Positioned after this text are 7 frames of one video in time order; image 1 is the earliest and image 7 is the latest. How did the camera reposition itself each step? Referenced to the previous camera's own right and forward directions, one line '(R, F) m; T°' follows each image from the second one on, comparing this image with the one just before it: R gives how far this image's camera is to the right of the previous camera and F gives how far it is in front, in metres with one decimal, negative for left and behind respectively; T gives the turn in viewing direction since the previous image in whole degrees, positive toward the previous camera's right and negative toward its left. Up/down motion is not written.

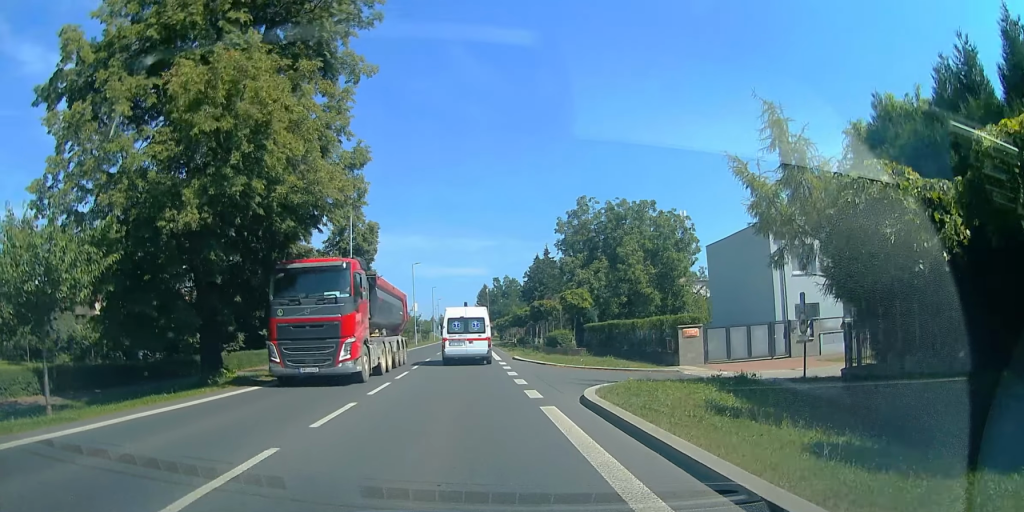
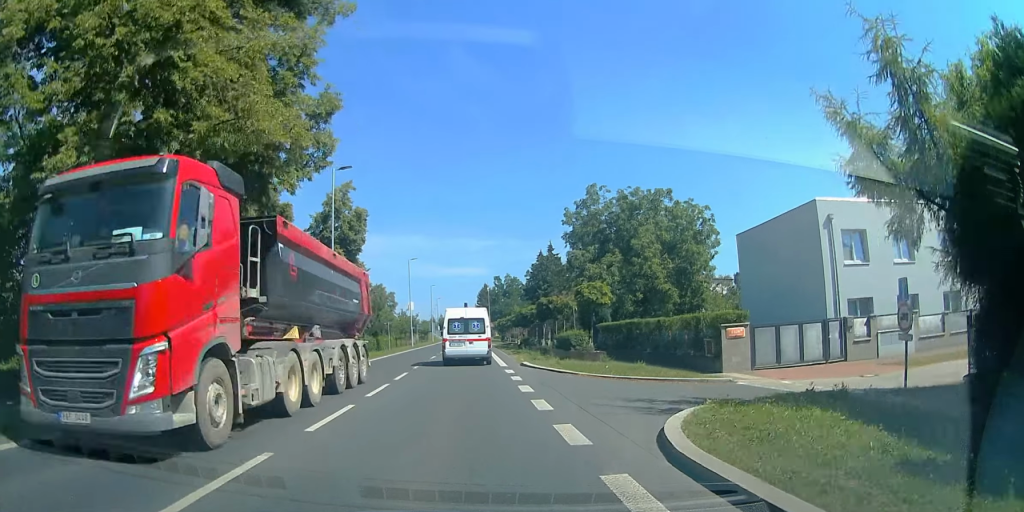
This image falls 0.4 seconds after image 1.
(0.0, +4.9) m; 0°
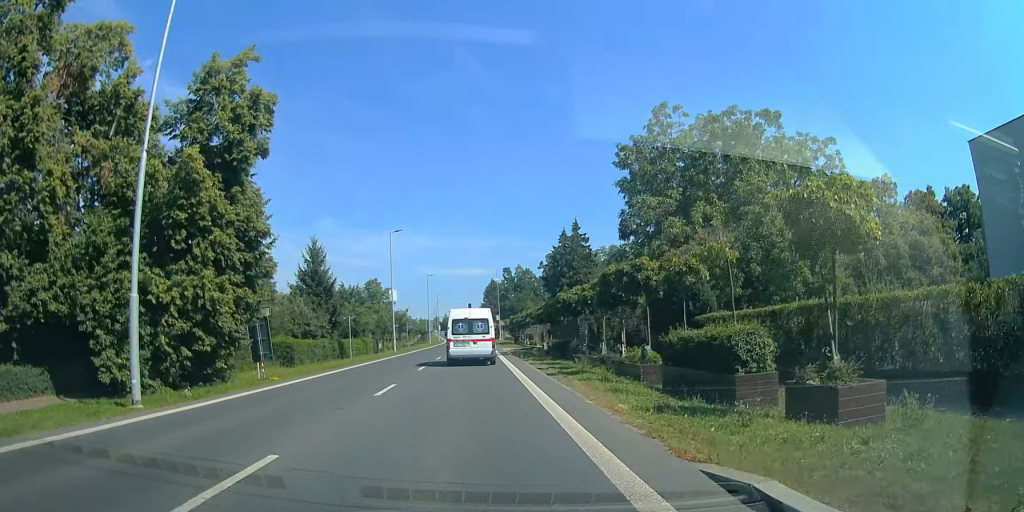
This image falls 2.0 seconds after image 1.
(0.0, +19.2) m; 0°
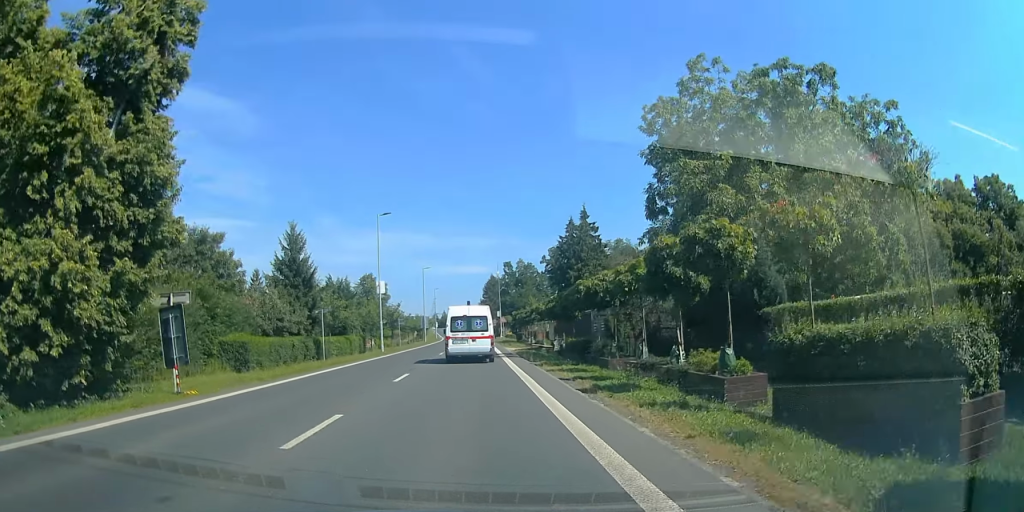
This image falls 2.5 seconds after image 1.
(0.0, +6.1) m; 0°
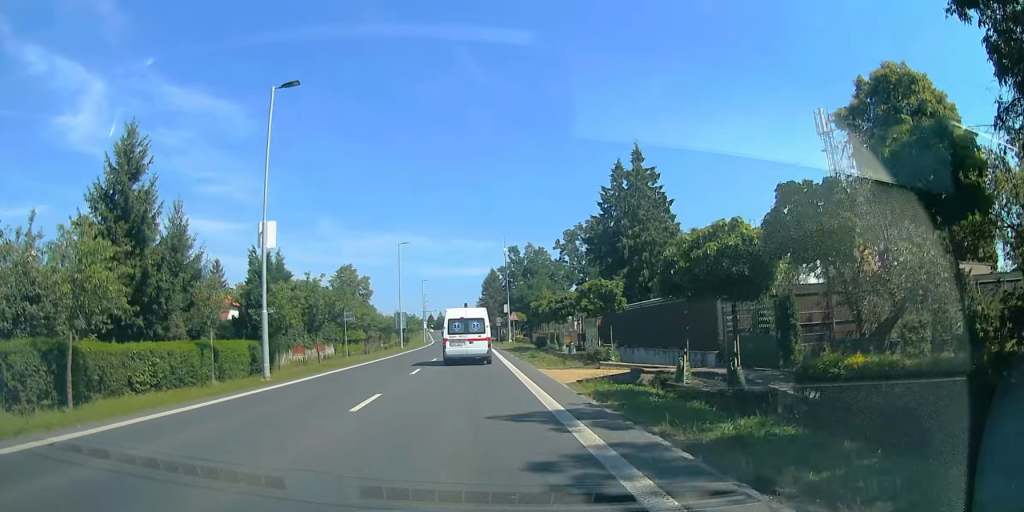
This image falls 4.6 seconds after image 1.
(0.0, +23.5) m; 0°
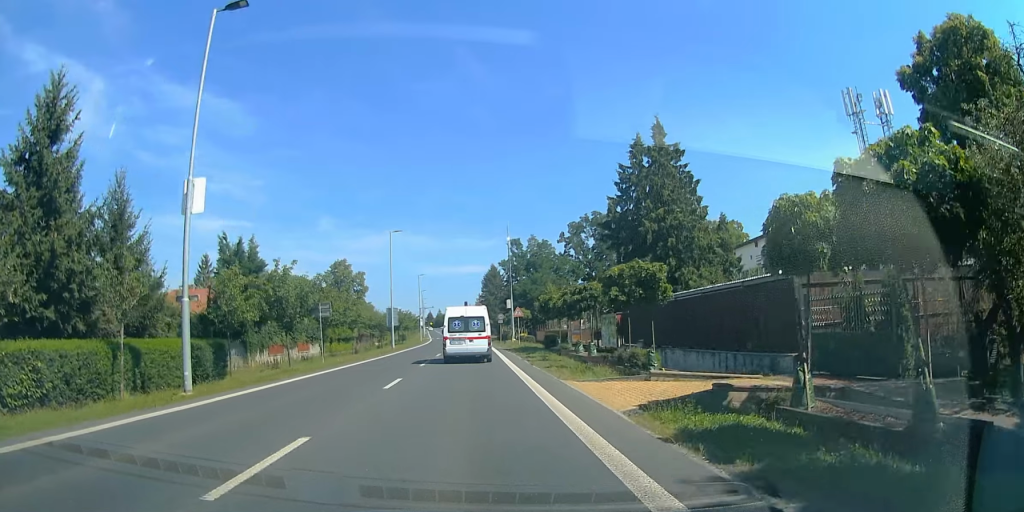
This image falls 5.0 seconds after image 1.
(0.0, +5.3) m; 0°
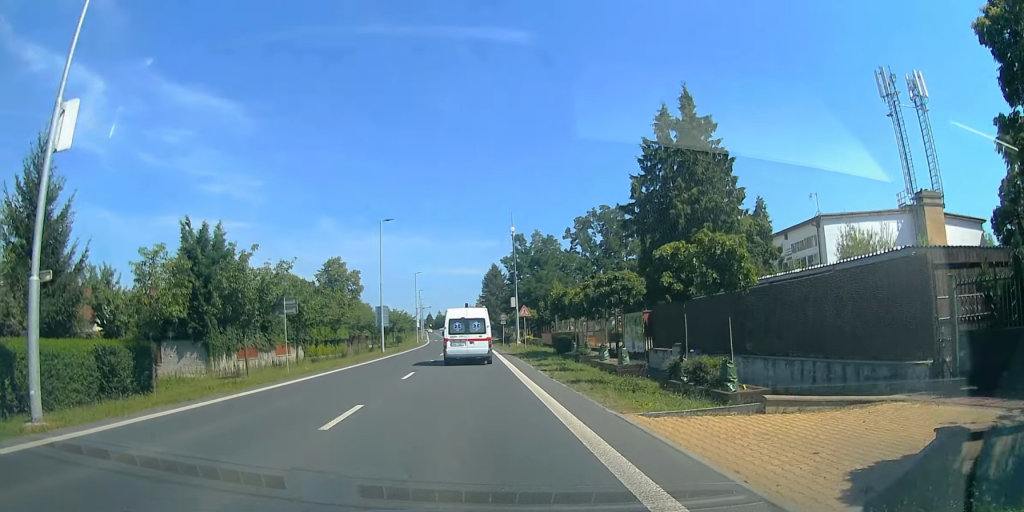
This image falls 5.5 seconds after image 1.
(0.0, +5.4) m; 0°
